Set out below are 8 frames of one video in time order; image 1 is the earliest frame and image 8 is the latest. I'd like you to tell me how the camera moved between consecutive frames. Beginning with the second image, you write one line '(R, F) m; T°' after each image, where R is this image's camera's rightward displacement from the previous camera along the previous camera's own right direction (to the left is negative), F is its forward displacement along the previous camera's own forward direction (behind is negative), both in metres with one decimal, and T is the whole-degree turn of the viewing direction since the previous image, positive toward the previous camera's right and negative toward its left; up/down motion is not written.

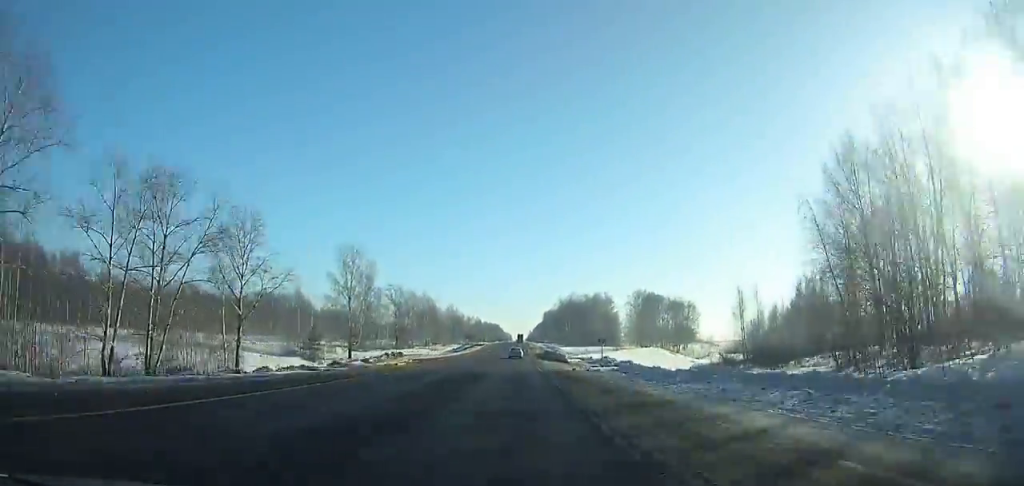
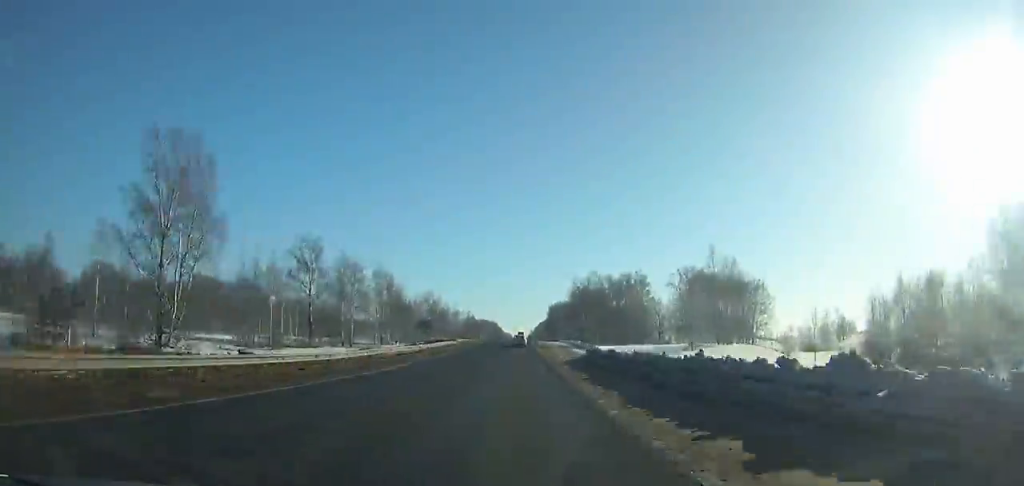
(0.0, +67.0) m; 0°
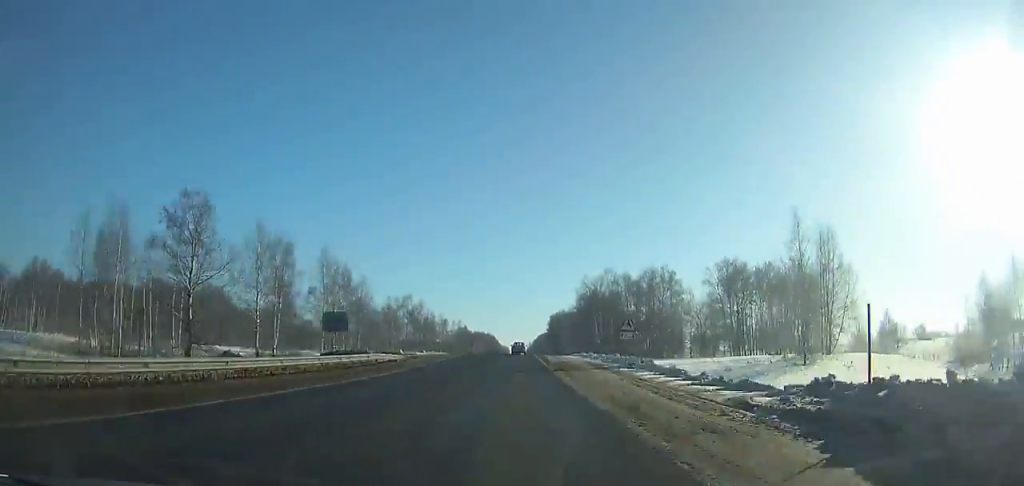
(0.0, +35.1) m; 0°
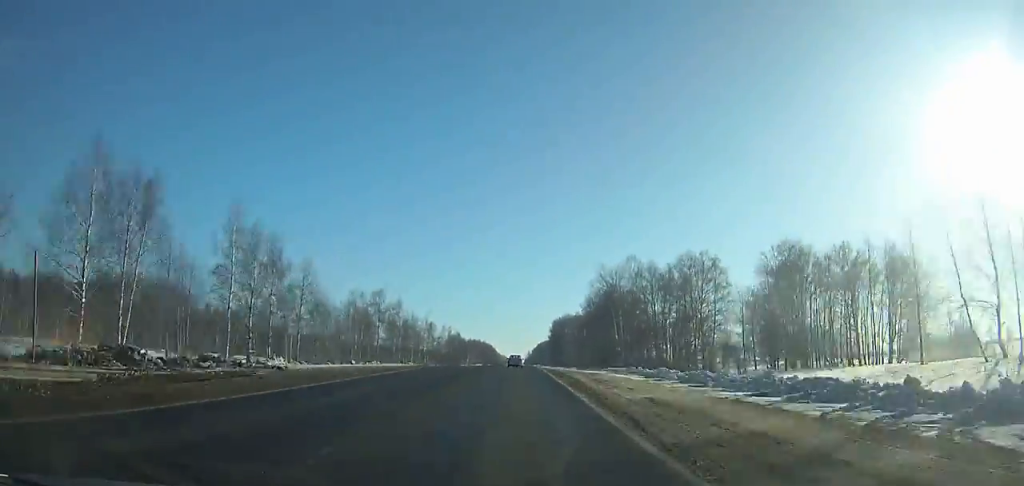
(0.0, +32.7) m; 0°
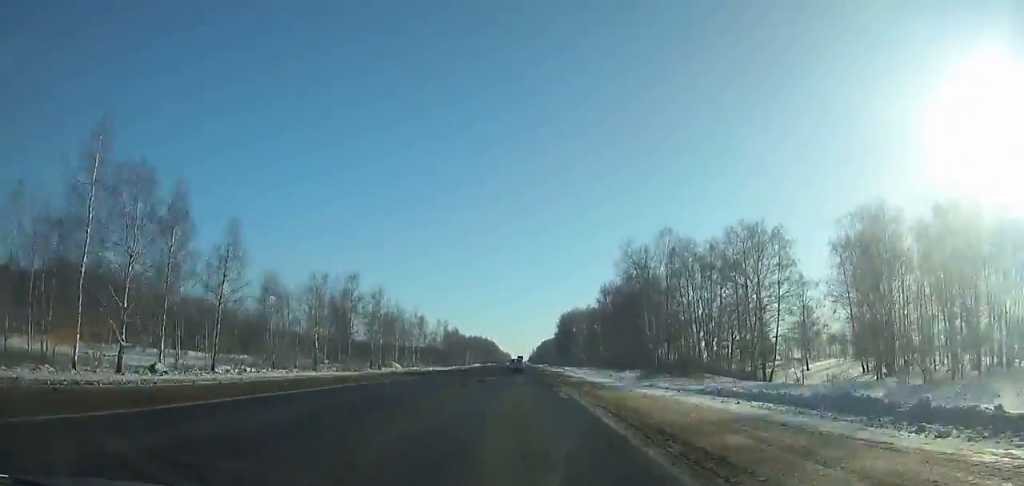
(0.0, +26.0) m; 0°
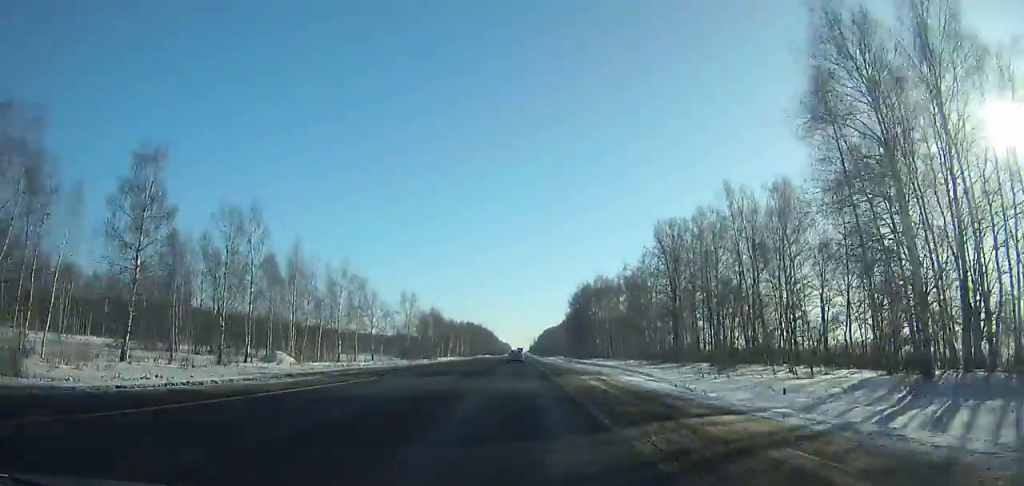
(0.0, +67.2) m; 0°
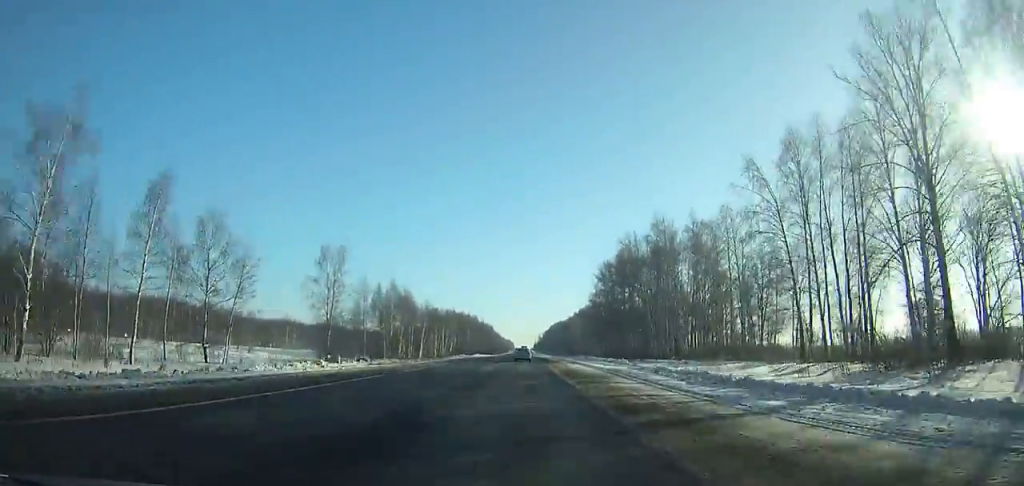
(0.0, +65.6) m; 0°
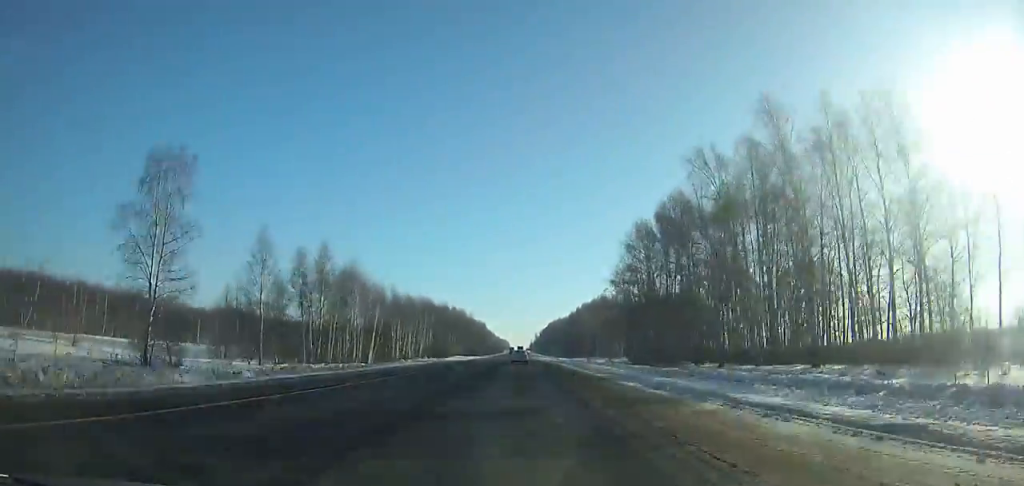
(+0.1, +44.2) m; 0°
